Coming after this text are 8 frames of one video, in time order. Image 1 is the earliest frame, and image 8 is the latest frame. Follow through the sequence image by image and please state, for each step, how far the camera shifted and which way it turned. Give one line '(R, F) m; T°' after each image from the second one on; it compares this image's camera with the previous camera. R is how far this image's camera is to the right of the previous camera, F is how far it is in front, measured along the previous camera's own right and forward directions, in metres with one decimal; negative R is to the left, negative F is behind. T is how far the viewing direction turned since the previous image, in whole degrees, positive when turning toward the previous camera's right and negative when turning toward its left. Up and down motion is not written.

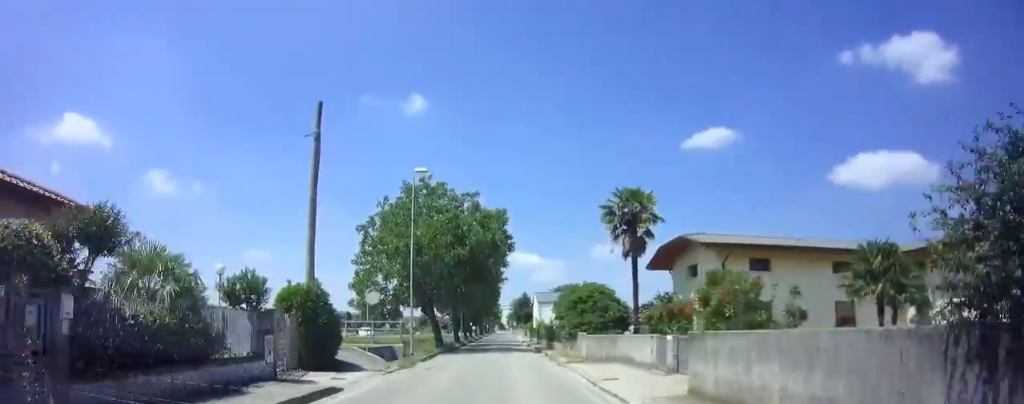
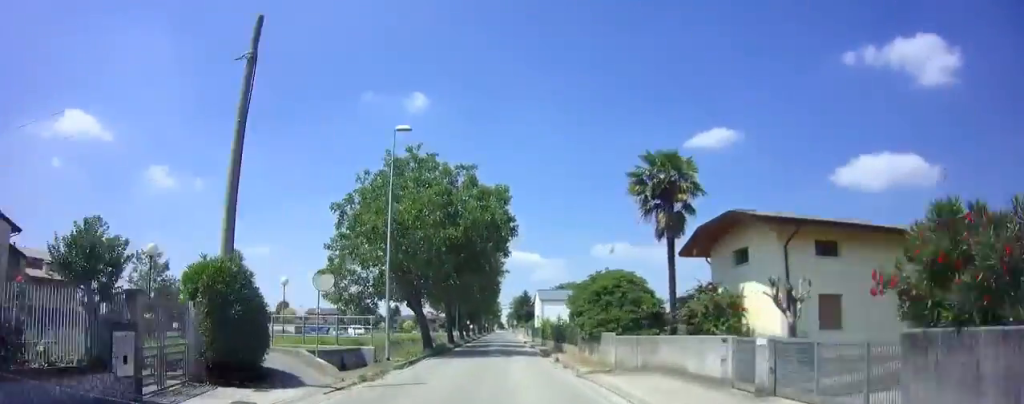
(0.0, +5.4) m; 0°
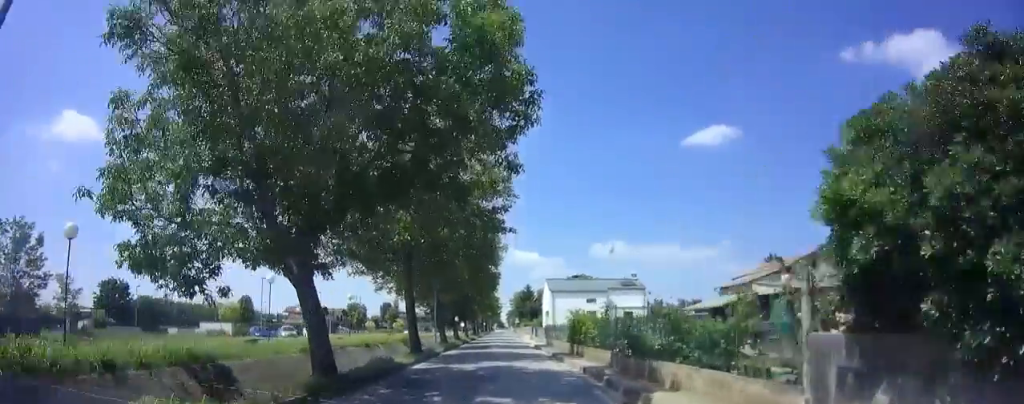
(-0.2, +17.0) m; 0°
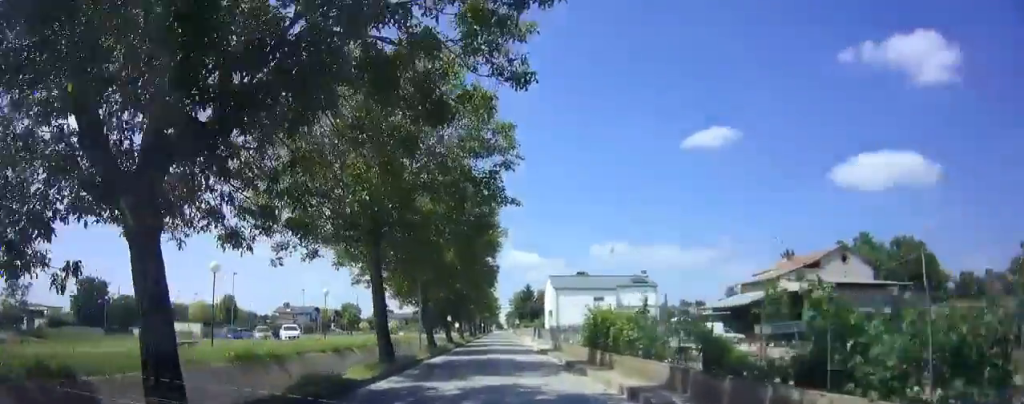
(0.0, +6.3) m; 0°
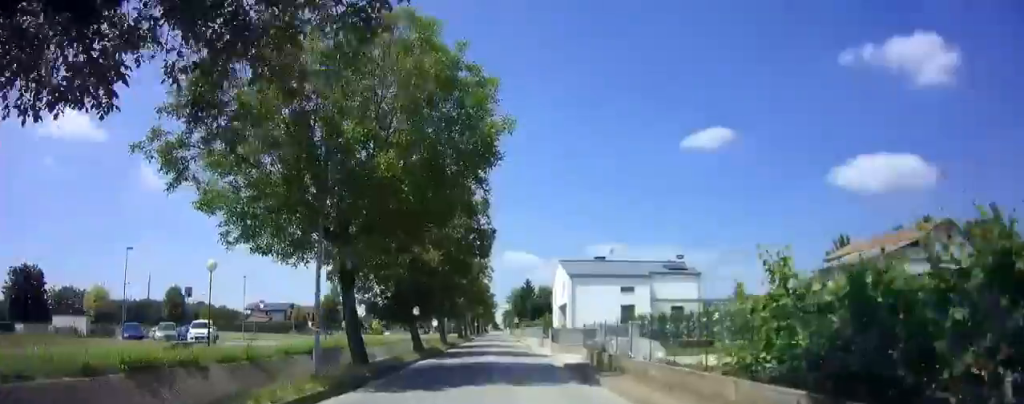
(+0.2, +15.4) m; +1°
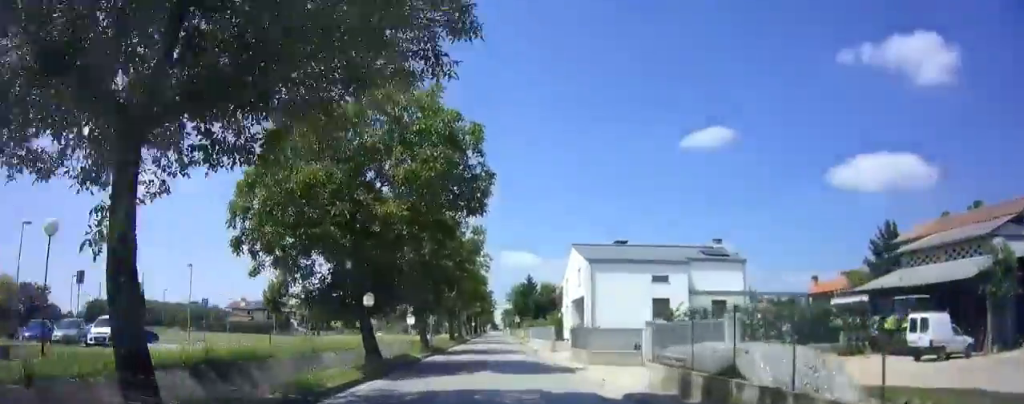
(0.0, +9.1) m; 0°
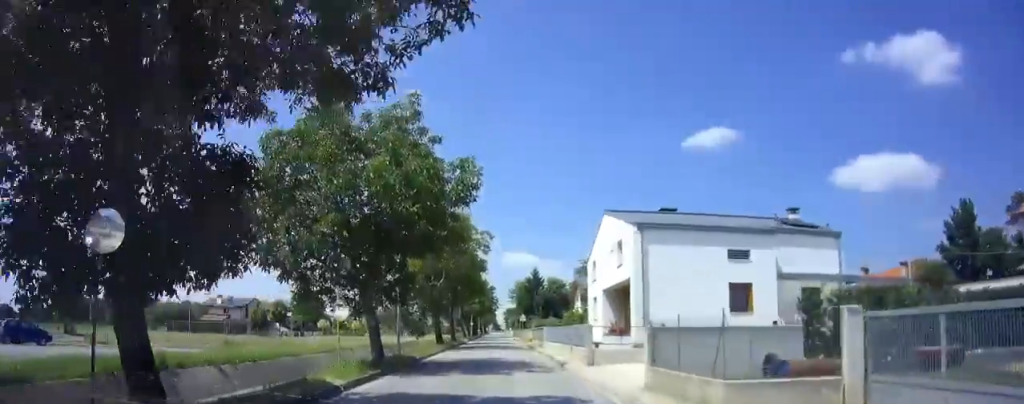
(-0.1, +12.0) m; -1°
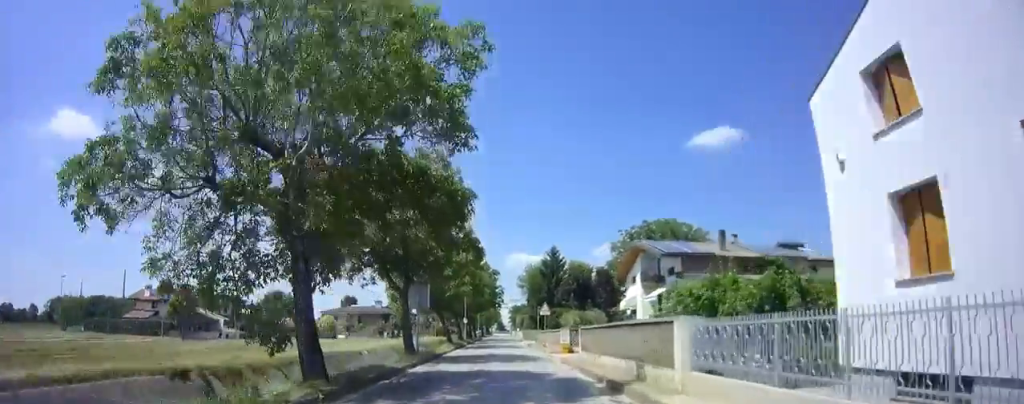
(+0.1, +26.8) m; 0°
